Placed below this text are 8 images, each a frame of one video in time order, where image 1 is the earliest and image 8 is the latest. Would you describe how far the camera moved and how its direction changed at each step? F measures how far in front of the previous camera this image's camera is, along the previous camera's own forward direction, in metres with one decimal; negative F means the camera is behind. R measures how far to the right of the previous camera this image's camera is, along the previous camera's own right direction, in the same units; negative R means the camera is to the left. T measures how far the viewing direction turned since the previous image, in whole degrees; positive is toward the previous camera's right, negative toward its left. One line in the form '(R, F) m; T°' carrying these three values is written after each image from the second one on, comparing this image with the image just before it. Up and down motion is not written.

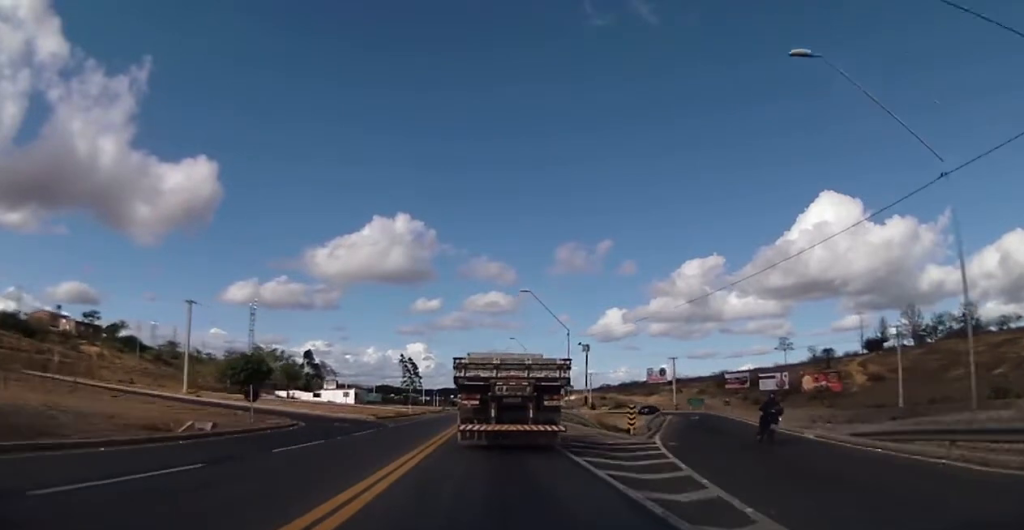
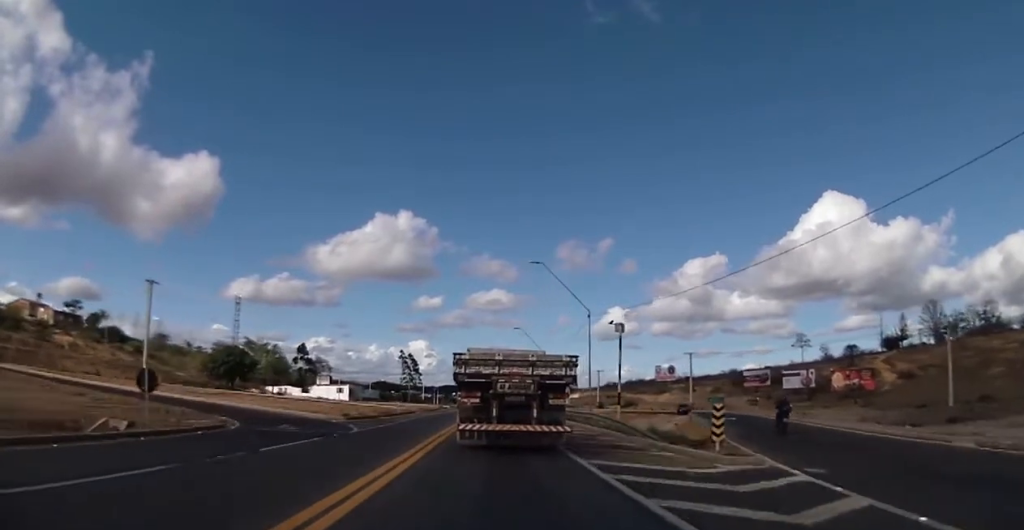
(-0.1, +9.6) m; 0°
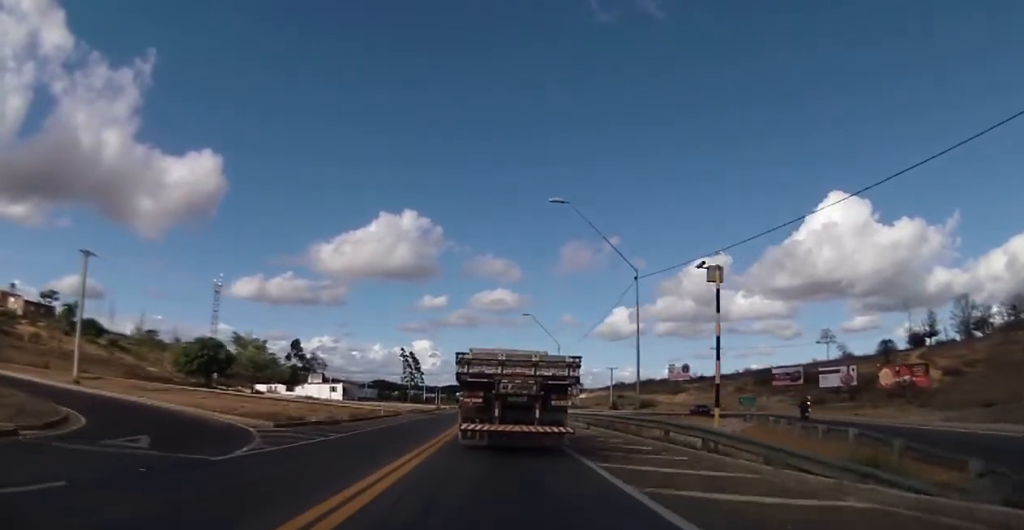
(+0.2, +13.5) m; 0°
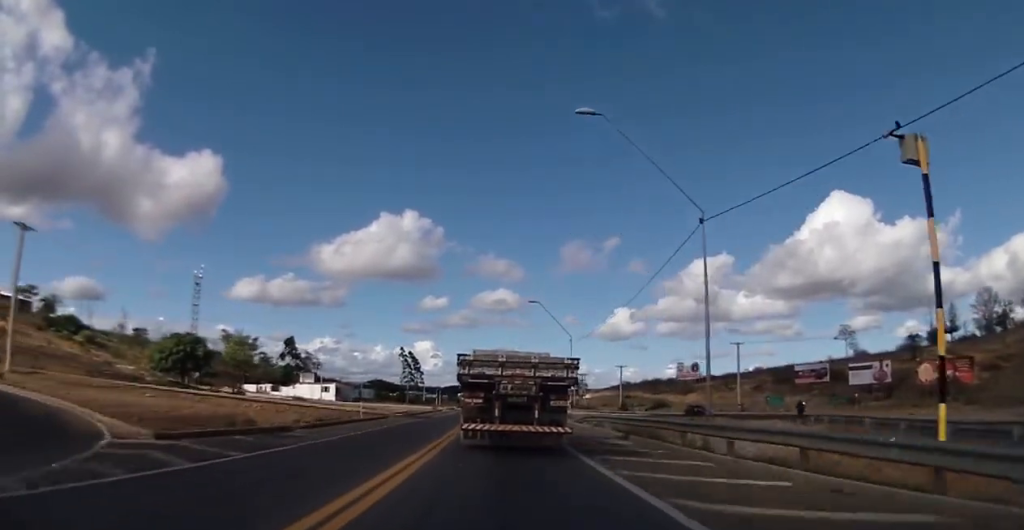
(-0.1, +9.8) m; -1°
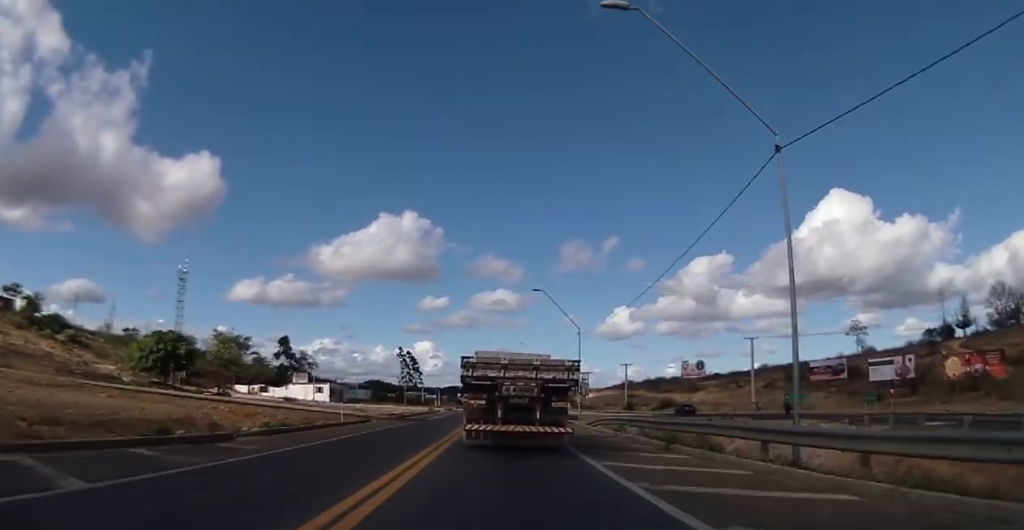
(0.0, +6.1) m; -1°
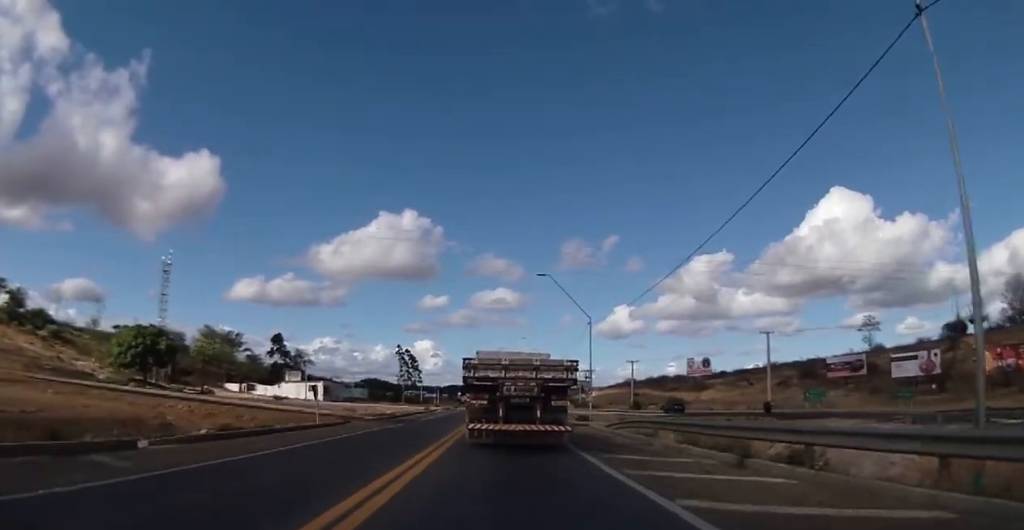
(-0.1, +6.0) m; +1°
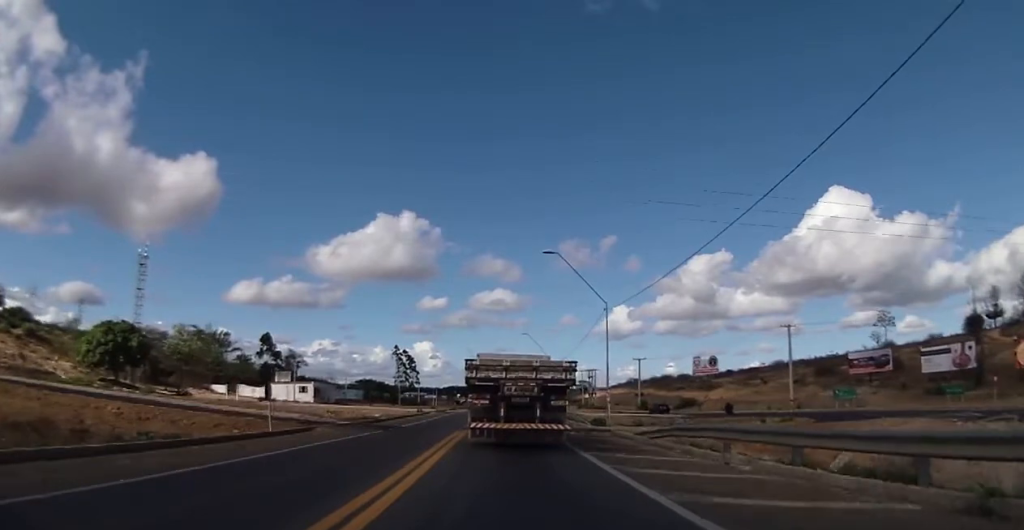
(0.0, +7.4) m; 0°
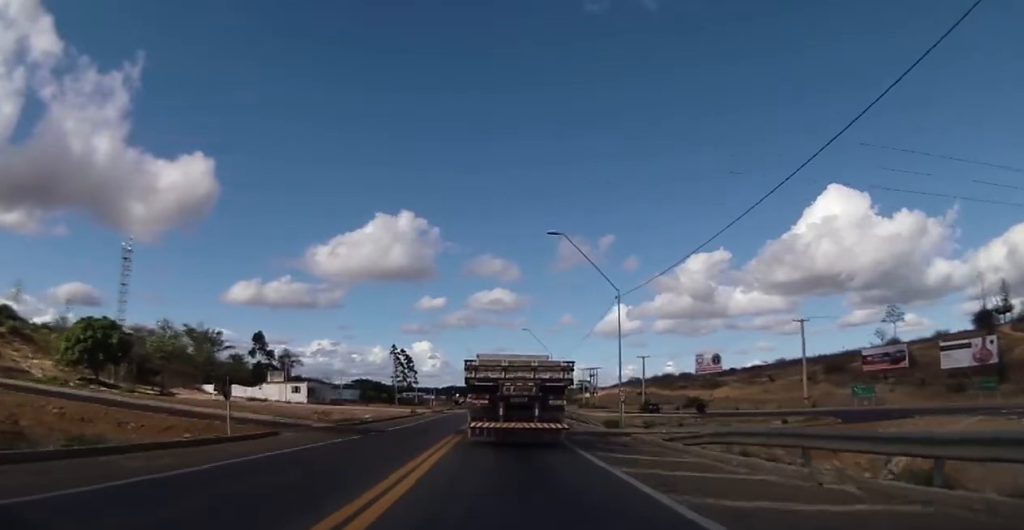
(+0.2, +4.3) m; -1°
